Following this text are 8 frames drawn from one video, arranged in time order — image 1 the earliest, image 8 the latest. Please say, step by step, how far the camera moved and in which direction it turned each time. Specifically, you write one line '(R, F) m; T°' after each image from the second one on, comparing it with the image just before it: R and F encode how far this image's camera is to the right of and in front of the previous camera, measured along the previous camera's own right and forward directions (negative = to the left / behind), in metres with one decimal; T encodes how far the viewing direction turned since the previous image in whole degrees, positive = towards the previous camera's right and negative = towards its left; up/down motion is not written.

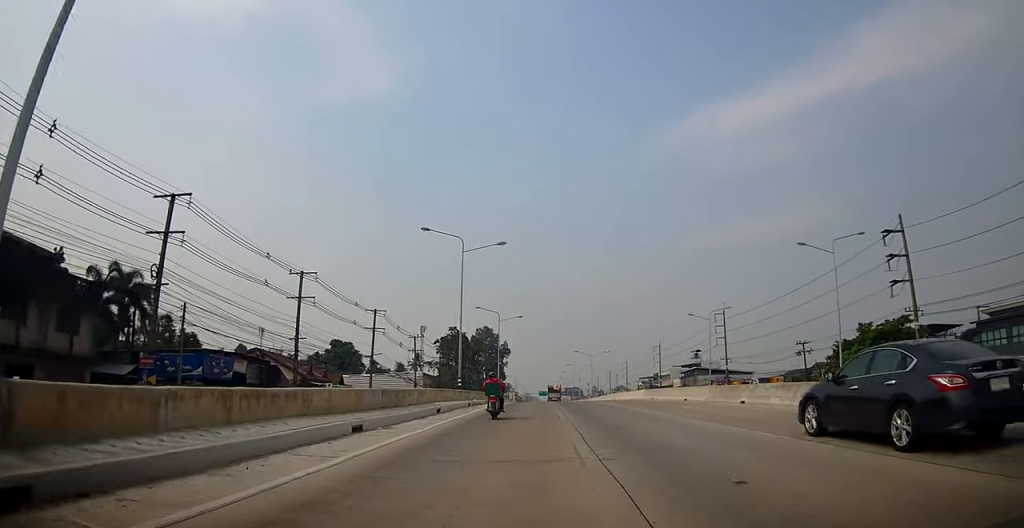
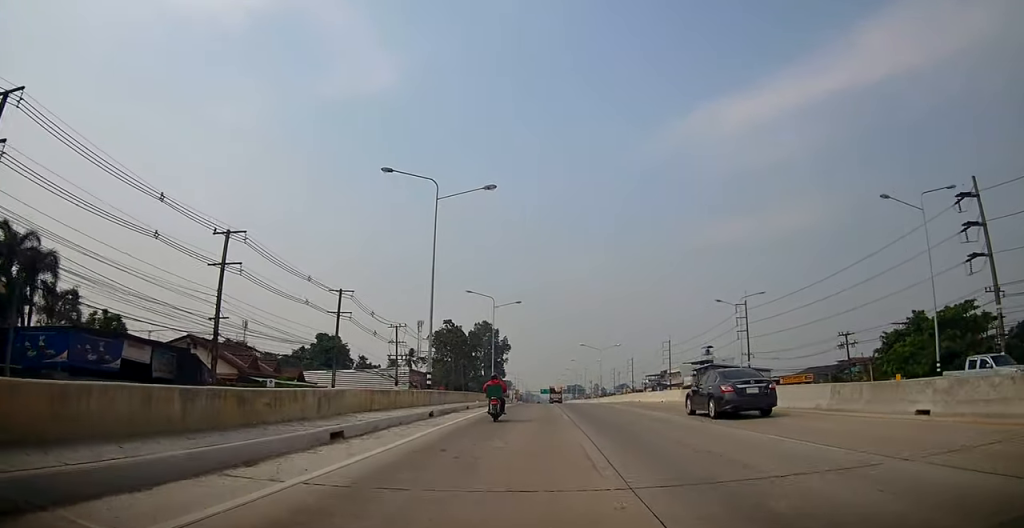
(-0.4, +15.0) m; -2°
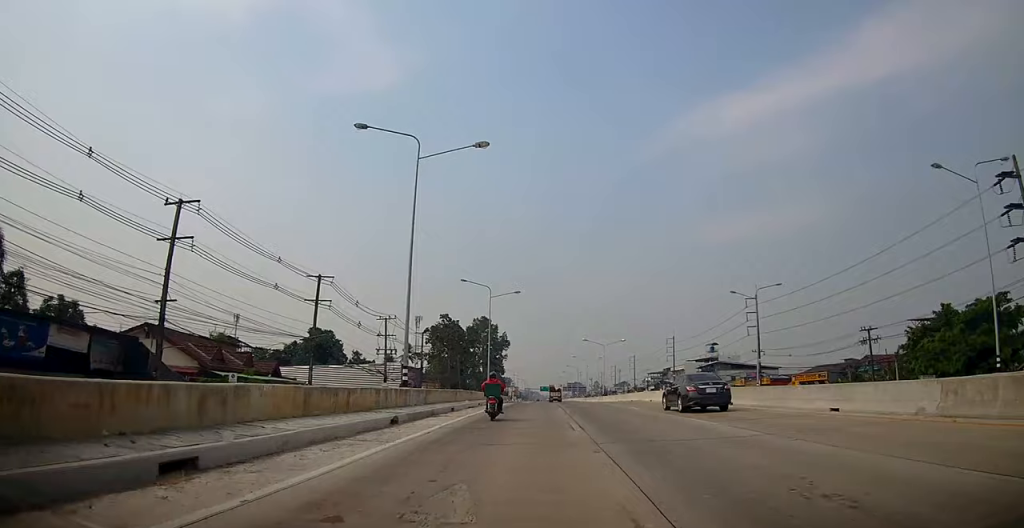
(-0.1, +6.7) m; 0°
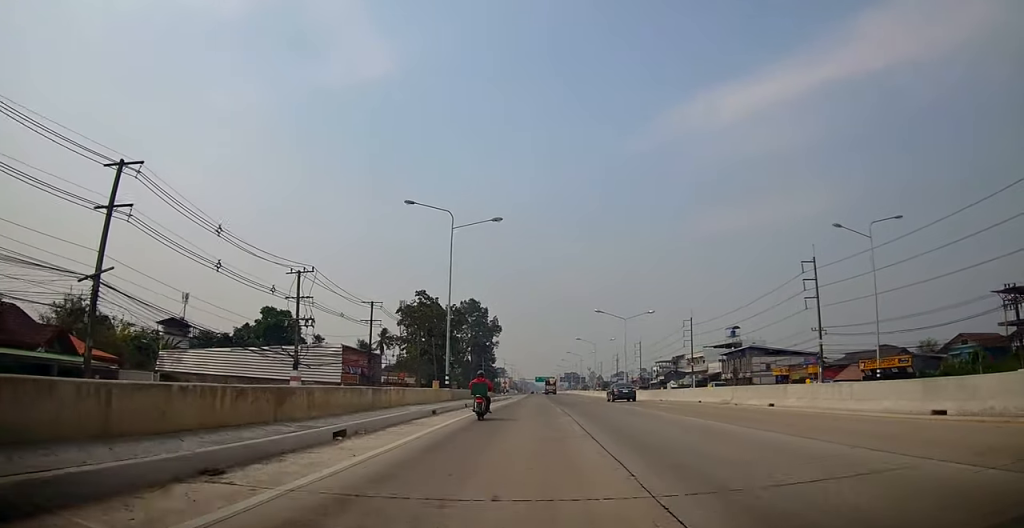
(+0.6, +30.0) m; +2°
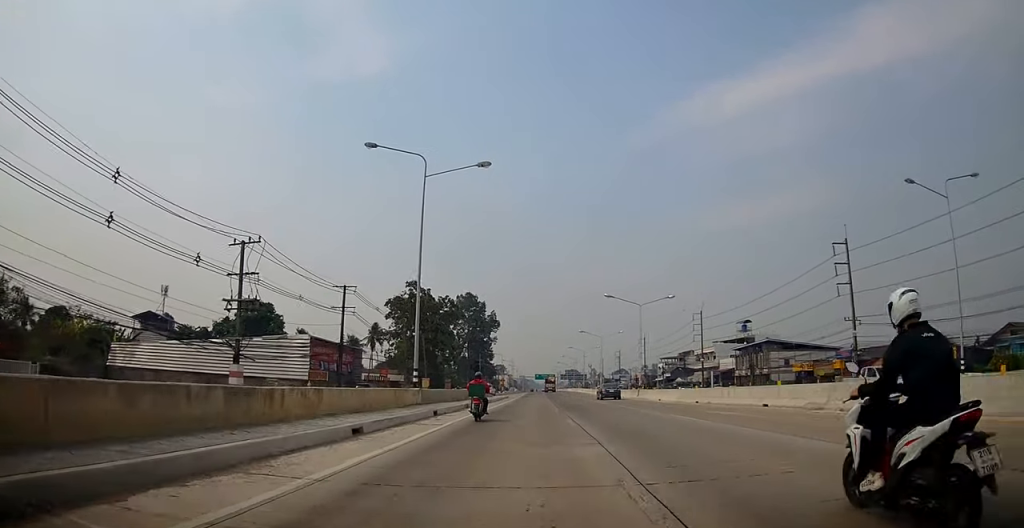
(0.0, +10.6) m; +1°
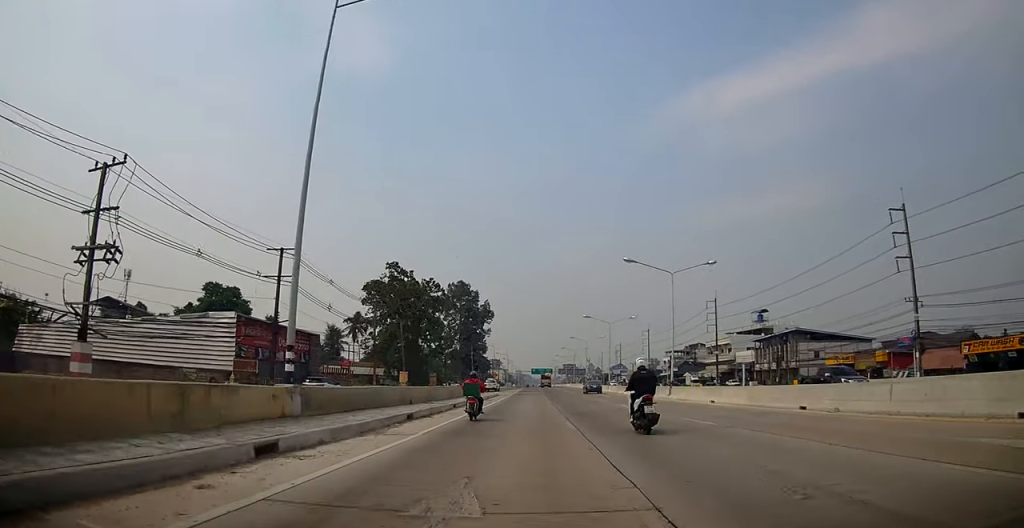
(+0.1, +14.8) m; 0°
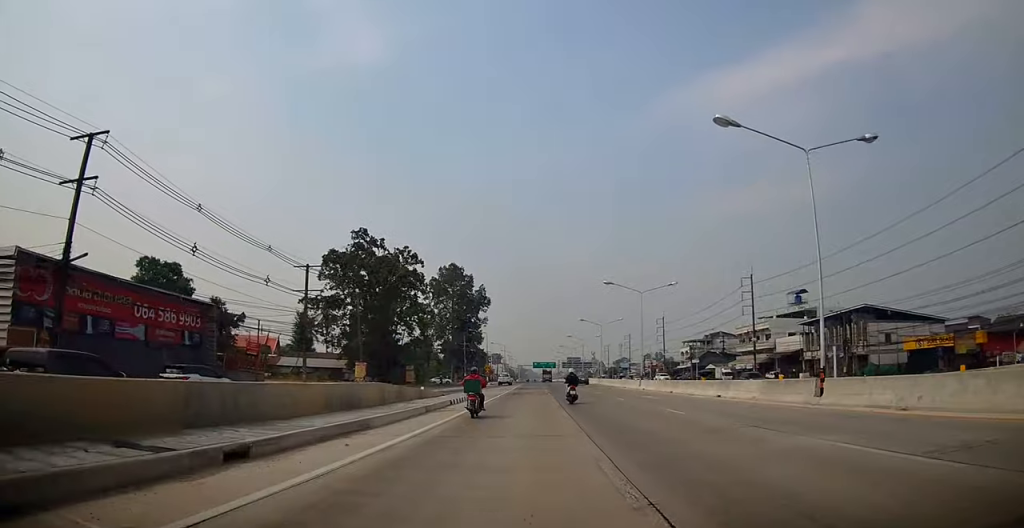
(-0.6, +21.1) m; -3°
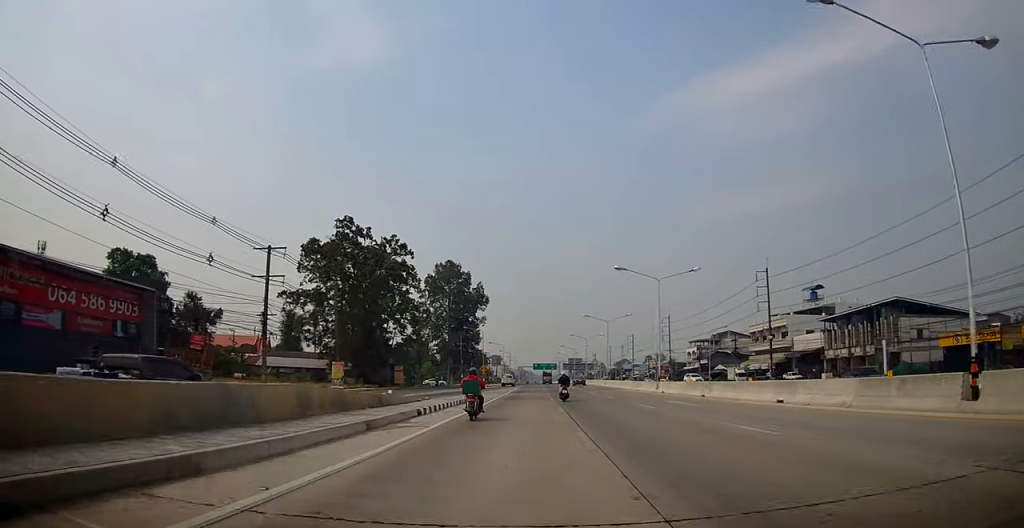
(0.0, +6.8) m; -1°
